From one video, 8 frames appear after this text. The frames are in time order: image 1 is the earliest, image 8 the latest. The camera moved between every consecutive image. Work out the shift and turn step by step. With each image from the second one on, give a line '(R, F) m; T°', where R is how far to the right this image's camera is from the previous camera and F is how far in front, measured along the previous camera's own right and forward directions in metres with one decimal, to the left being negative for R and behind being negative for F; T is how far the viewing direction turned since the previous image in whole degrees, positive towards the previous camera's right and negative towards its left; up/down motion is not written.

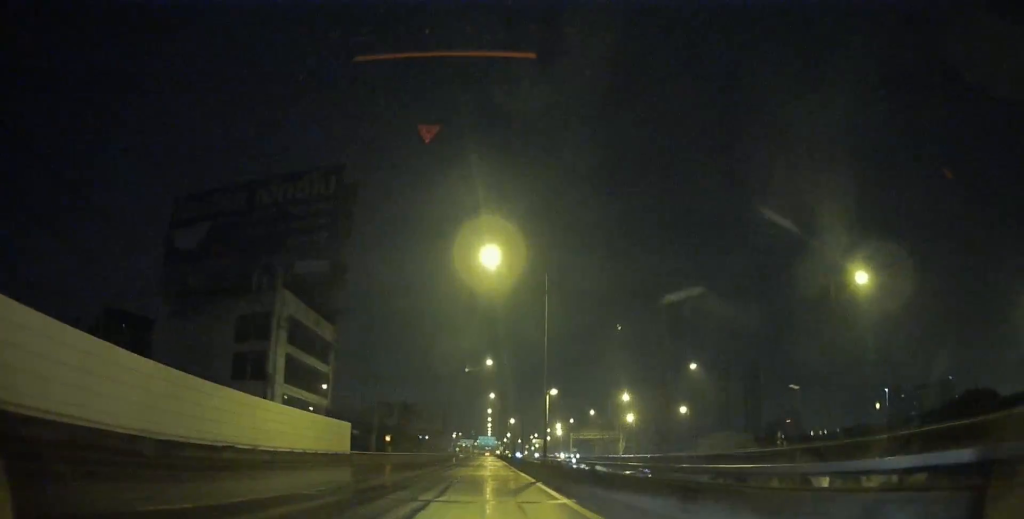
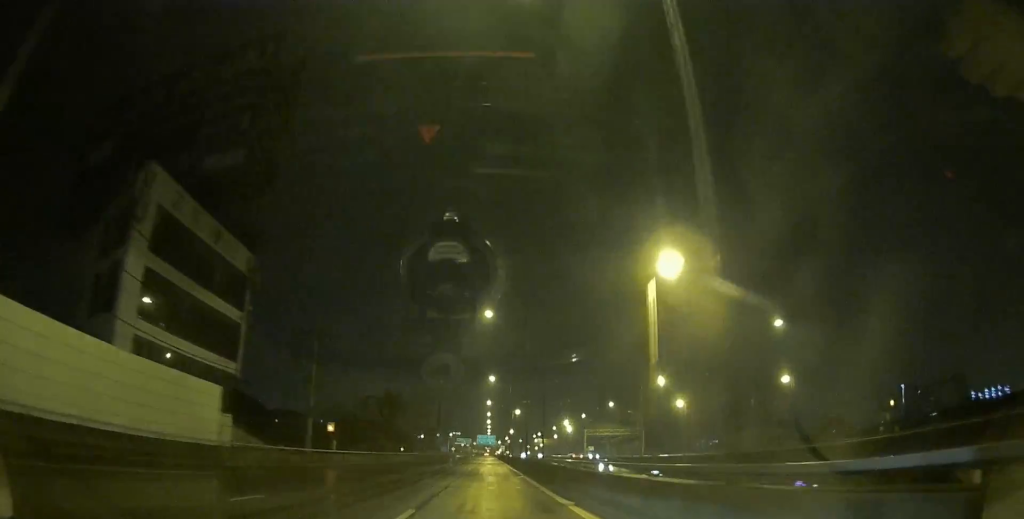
(0.0, +23.4) m; 0°
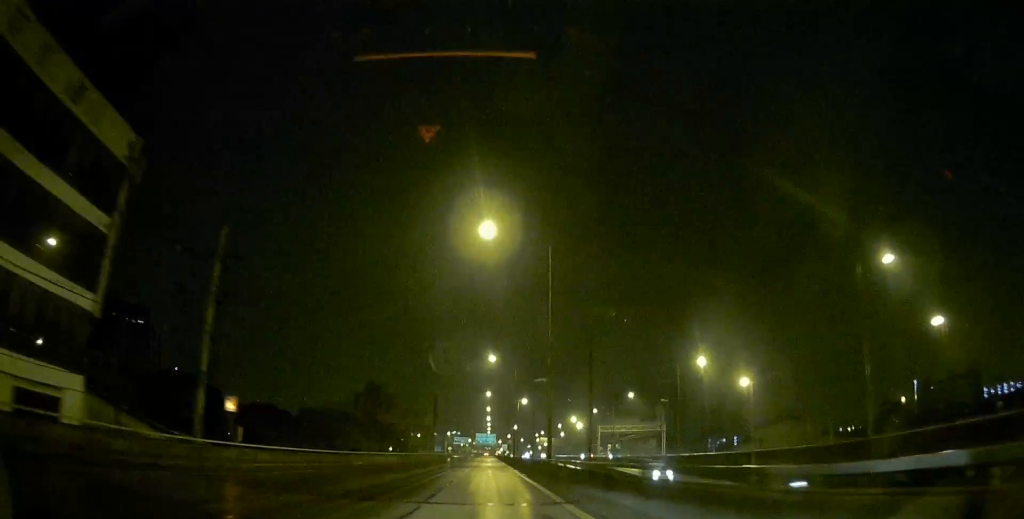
(0.0, +17.6) m; 0°
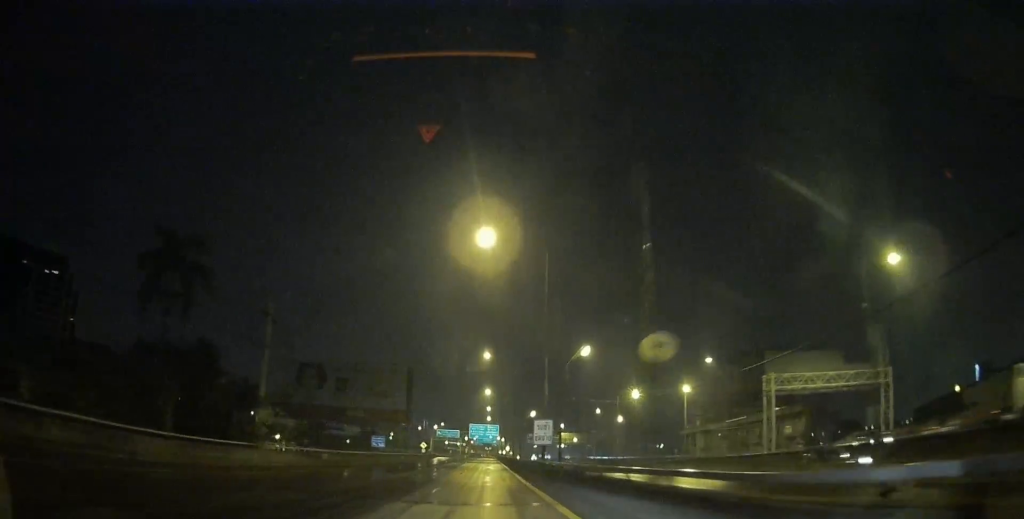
(+0.1, +73.3) m; 0°
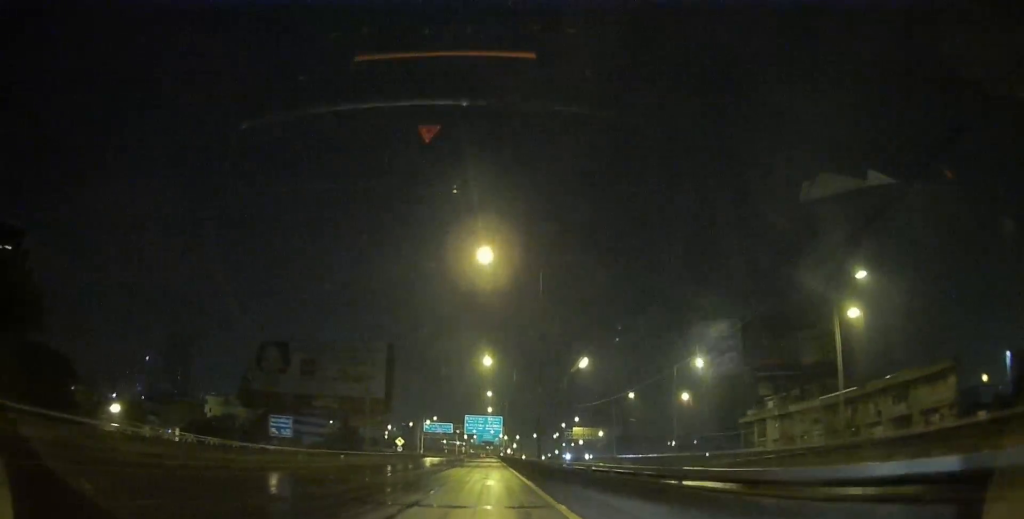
(+0.1, +31.0) m; 0°
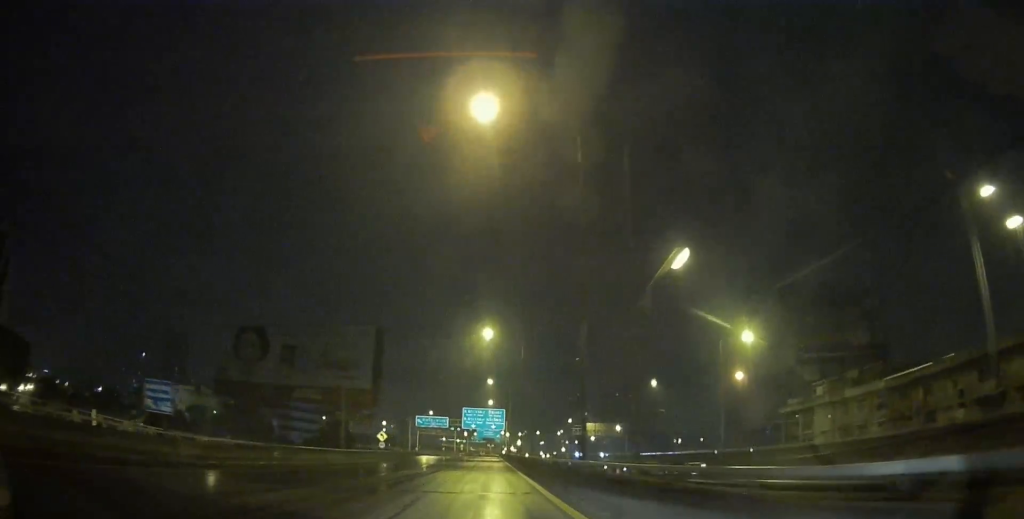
(0.0, +14.1) m; 0°
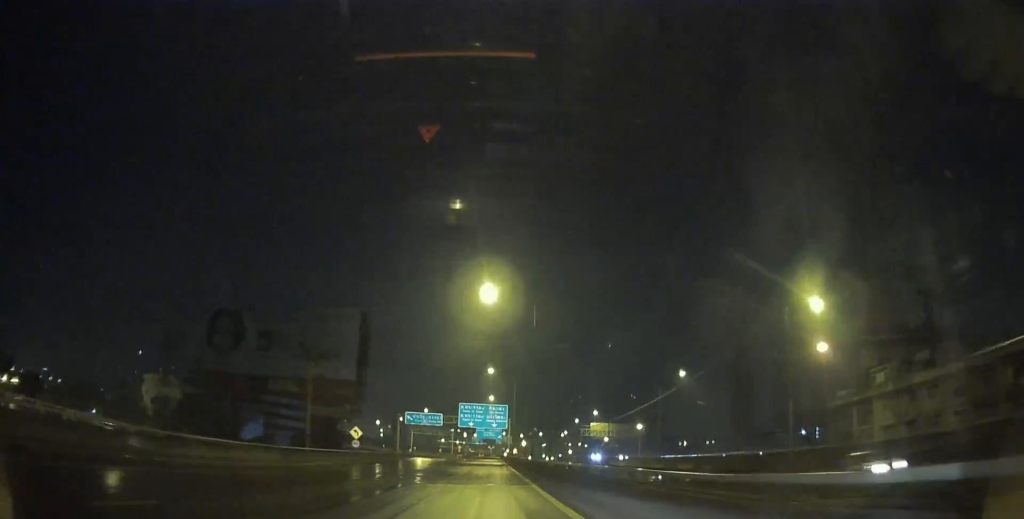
(0.0, +13.1) m; 0°
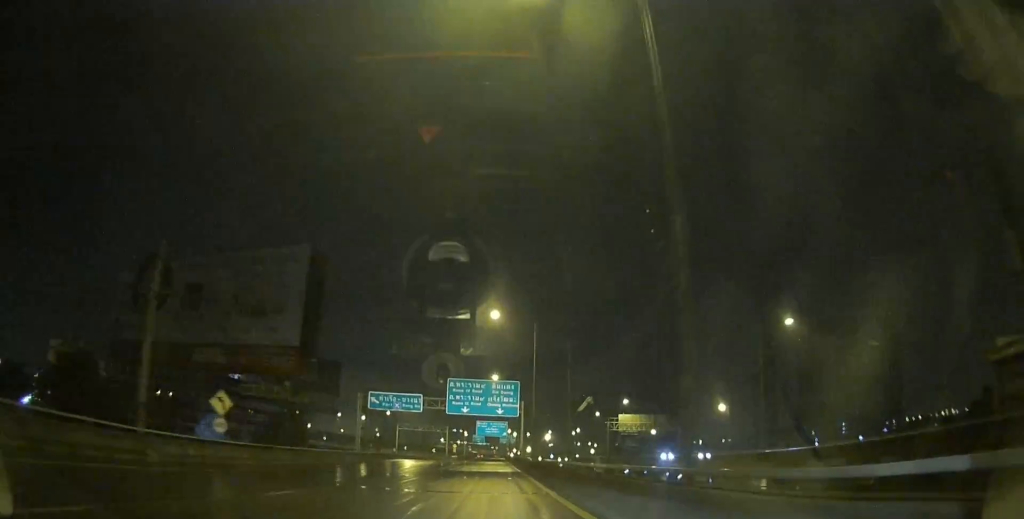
(-0.1, +29.5) m; 0°
